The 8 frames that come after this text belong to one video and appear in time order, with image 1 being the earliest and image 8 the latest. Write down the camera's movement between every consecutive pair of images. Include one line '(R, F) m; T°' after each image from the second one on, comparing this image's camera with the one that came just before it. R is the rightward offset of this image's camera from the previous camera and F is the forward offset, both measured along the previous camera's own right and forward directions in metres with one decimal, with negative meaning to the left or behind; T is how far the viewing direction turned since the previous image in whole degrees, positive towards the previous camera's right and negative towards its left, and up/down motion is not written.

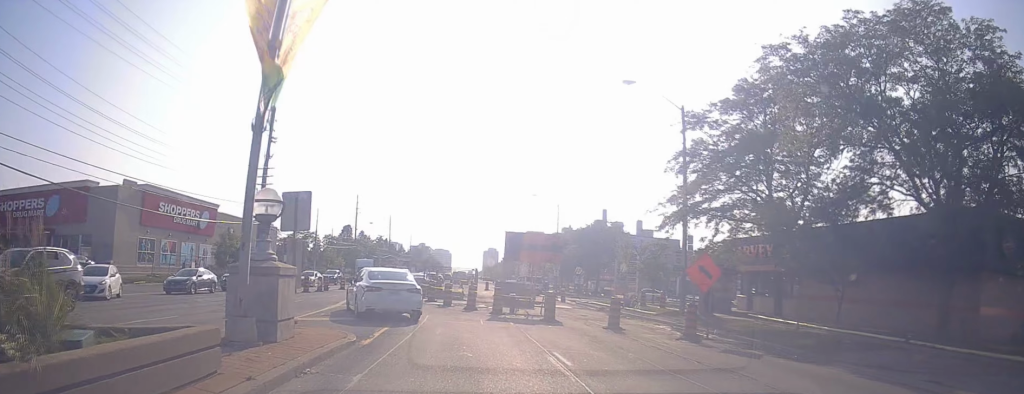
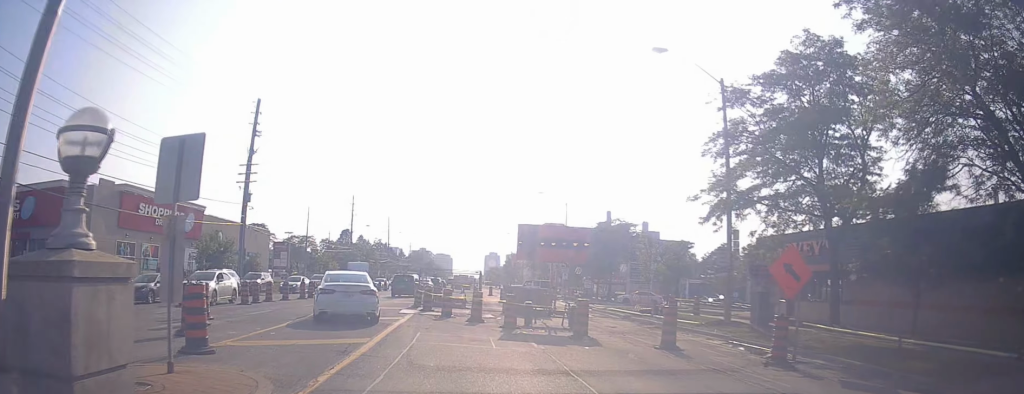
(0.0, +5.1) m; 0°
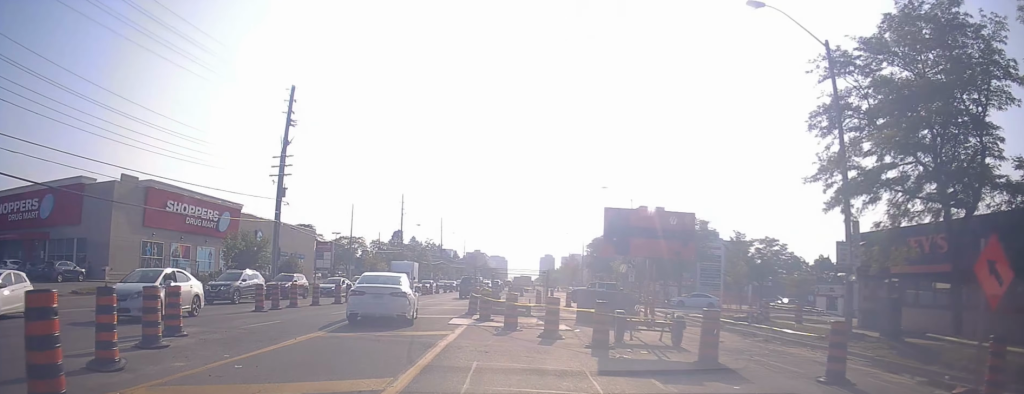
(0.0, +5.0) m; 0°
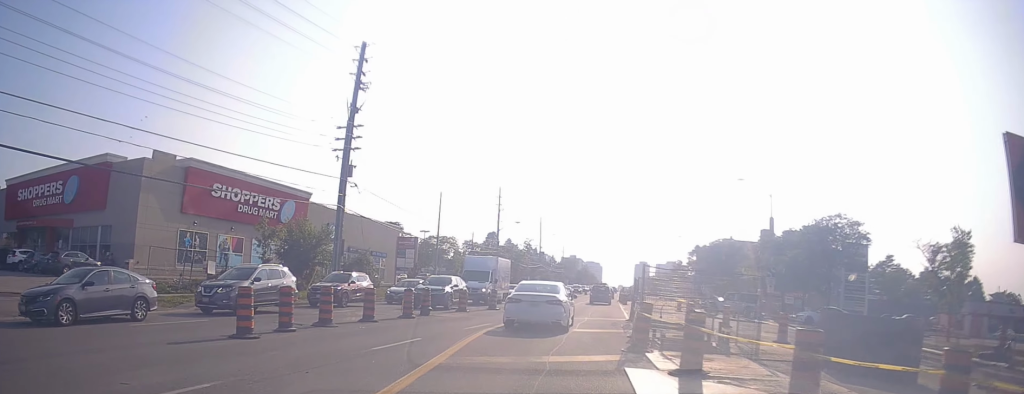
(0.0, +10.6) m; 0°
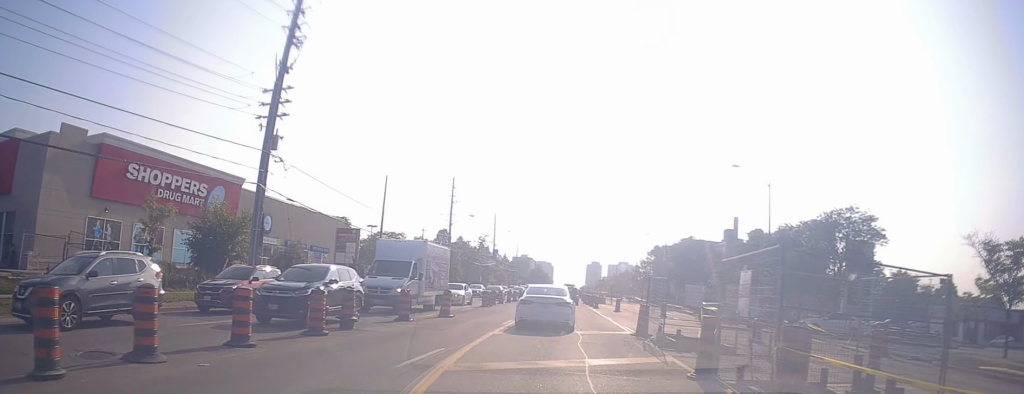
(0.0, +7.9) m; 0°
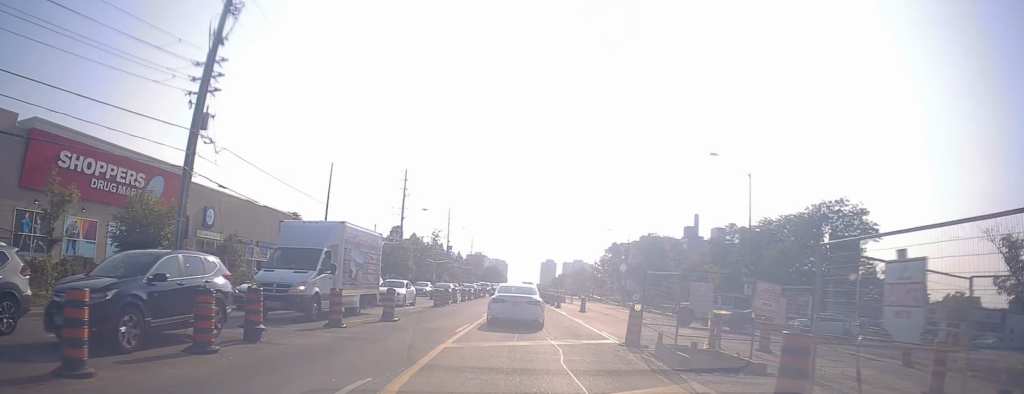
(0.0, +3.8) m; 0°
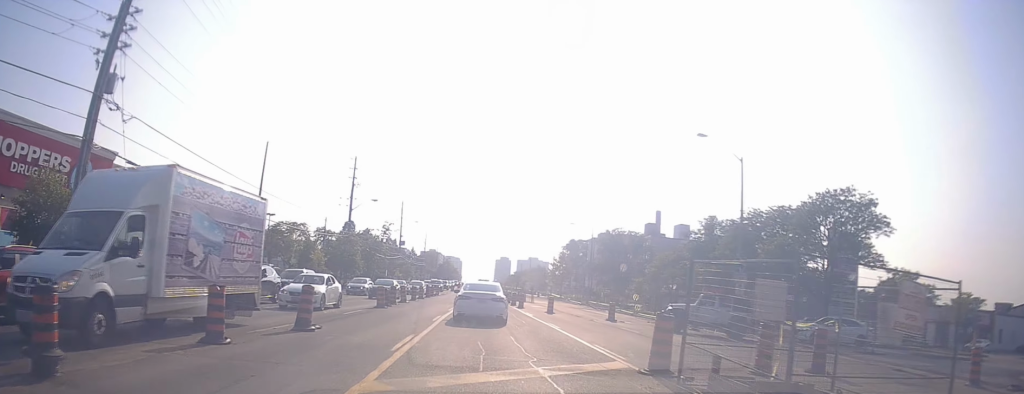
(0.0, +4.9) m; 0°
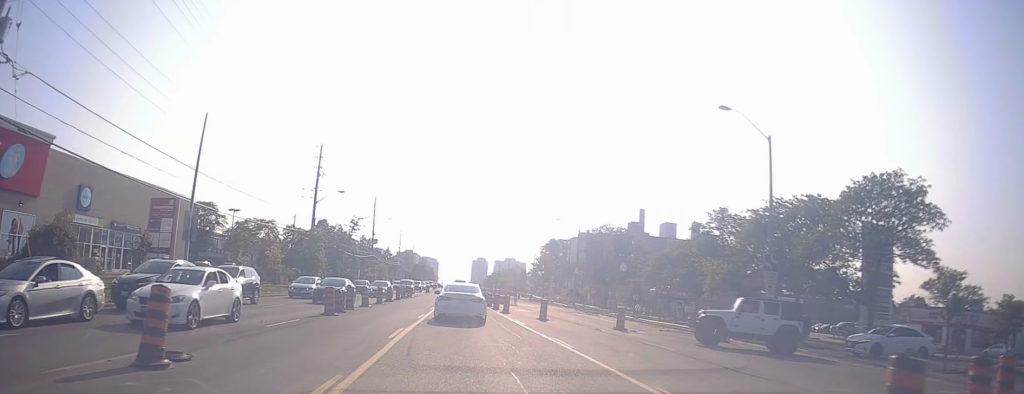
(0.0, +5.5) m; 0°
